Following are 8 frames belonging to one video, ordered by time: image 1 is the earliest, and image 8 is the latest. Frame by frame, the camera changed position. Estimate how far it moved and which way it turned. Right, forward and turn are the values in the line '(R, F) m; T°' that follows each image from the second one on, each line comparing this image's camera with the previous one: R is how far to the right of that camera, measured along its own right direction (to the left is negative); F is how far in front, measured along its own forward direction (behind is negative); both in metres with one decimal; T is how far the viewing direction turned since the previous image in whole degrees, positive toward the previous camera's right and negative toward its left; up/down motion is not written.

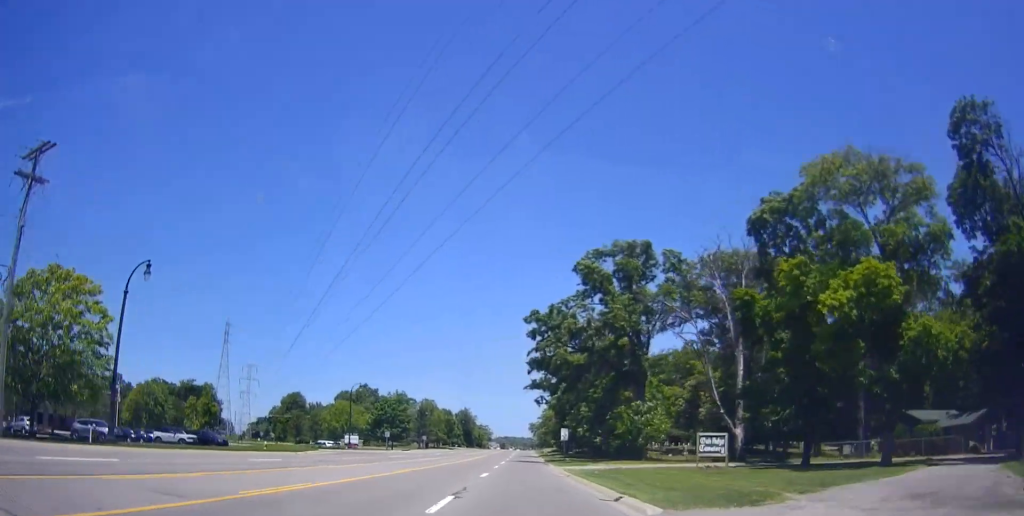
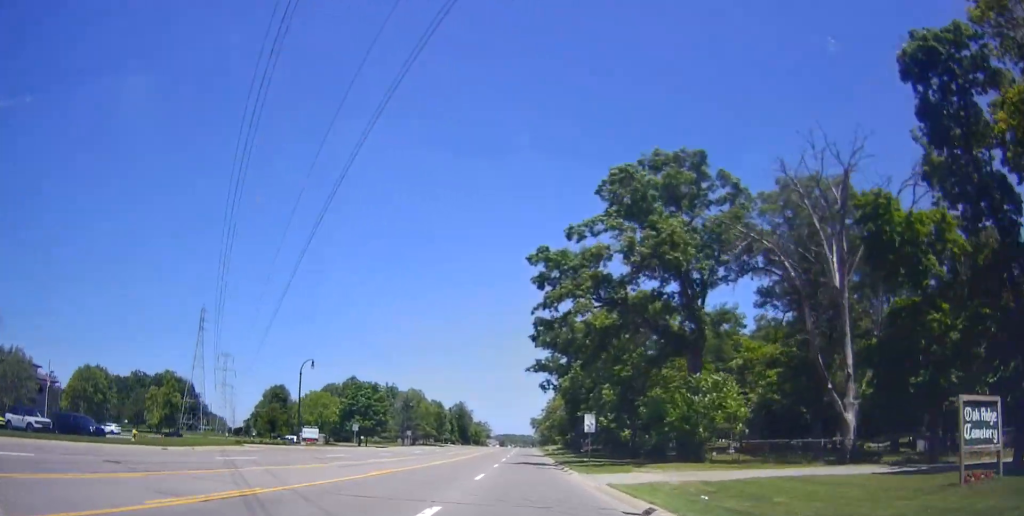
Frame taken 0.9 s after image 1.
(+0.5, +18.8) m; +2°
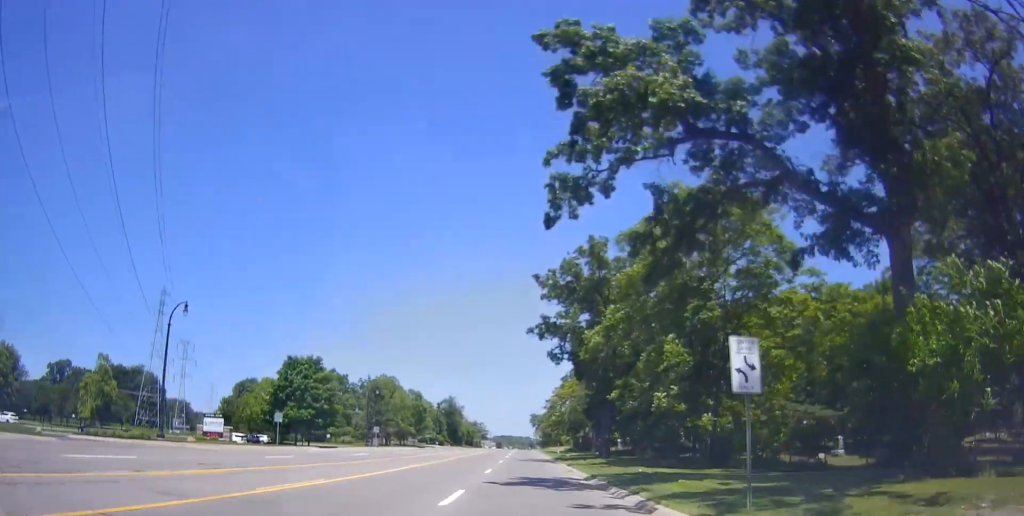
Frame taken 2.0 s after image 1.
(+0.2, +25.0) m; +1°
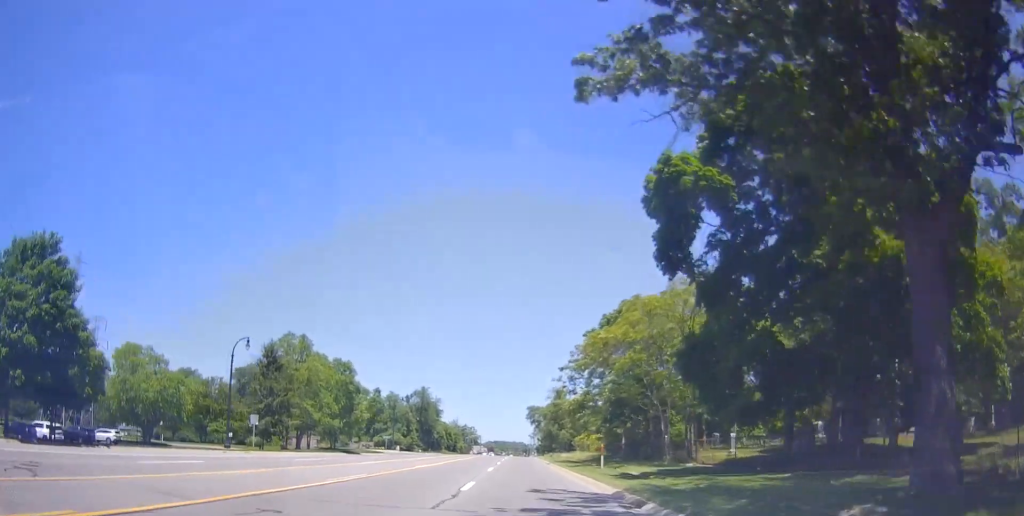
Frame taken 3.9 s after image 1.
(0.0, +40.4) m; 0°
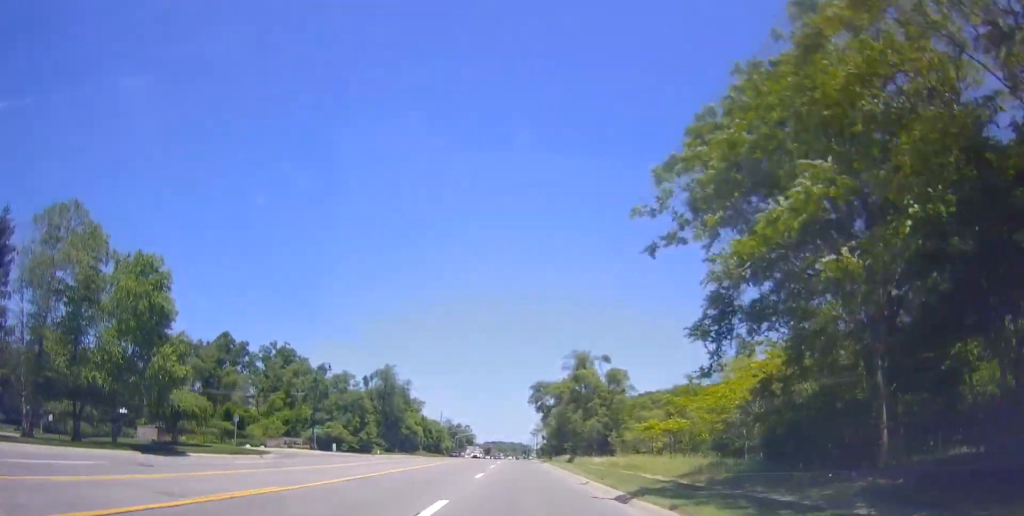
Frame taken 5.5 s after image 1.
(-0.3, +35.9) m; +1°
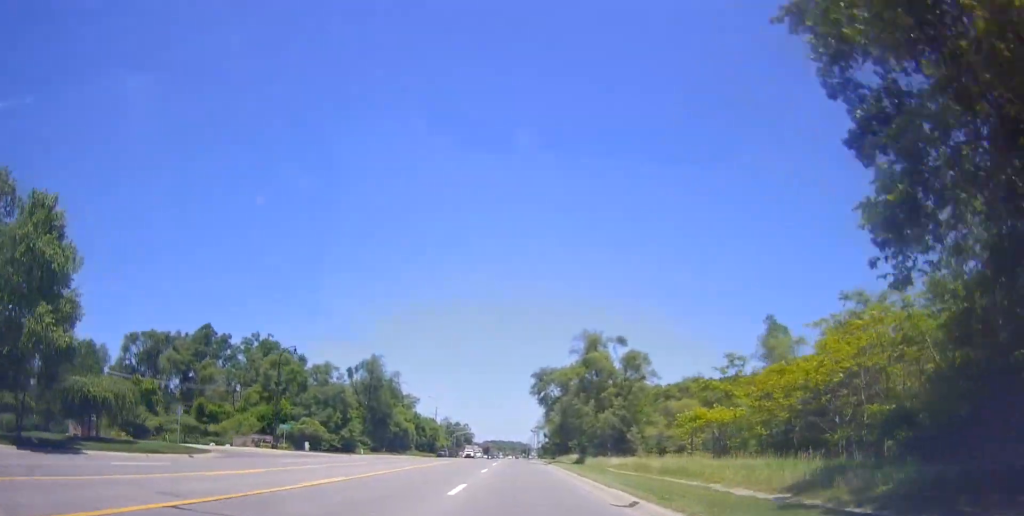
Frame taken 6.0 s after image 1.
(-0.4, +9.3) m; +2°
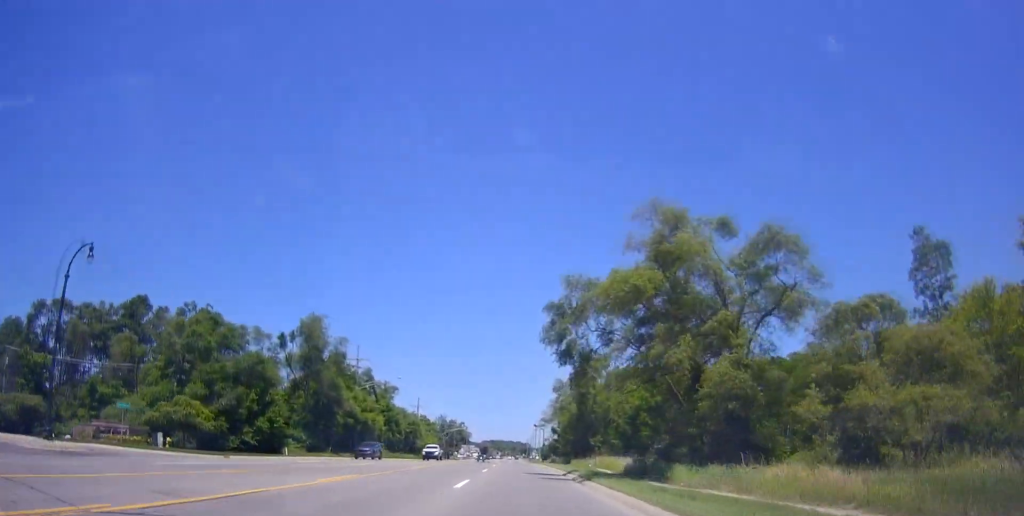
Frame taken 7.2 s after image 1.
(+1.4, +27.4) m; +1°
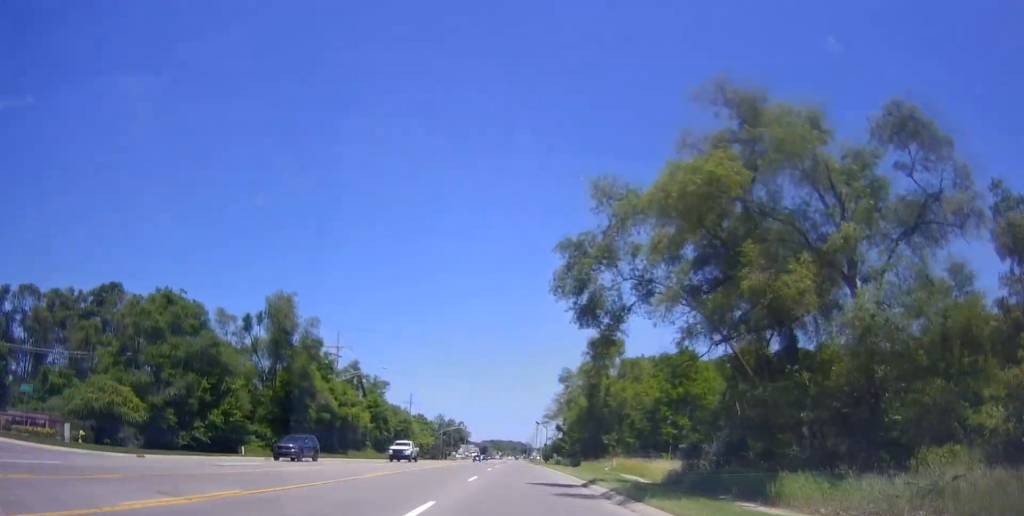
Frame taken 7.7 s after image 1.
(-0.6, +9.3) m; 0°
